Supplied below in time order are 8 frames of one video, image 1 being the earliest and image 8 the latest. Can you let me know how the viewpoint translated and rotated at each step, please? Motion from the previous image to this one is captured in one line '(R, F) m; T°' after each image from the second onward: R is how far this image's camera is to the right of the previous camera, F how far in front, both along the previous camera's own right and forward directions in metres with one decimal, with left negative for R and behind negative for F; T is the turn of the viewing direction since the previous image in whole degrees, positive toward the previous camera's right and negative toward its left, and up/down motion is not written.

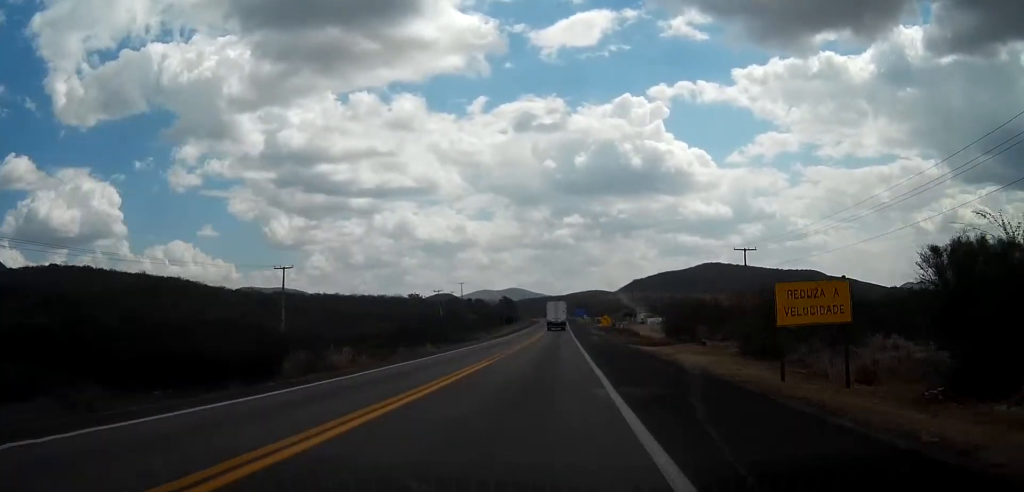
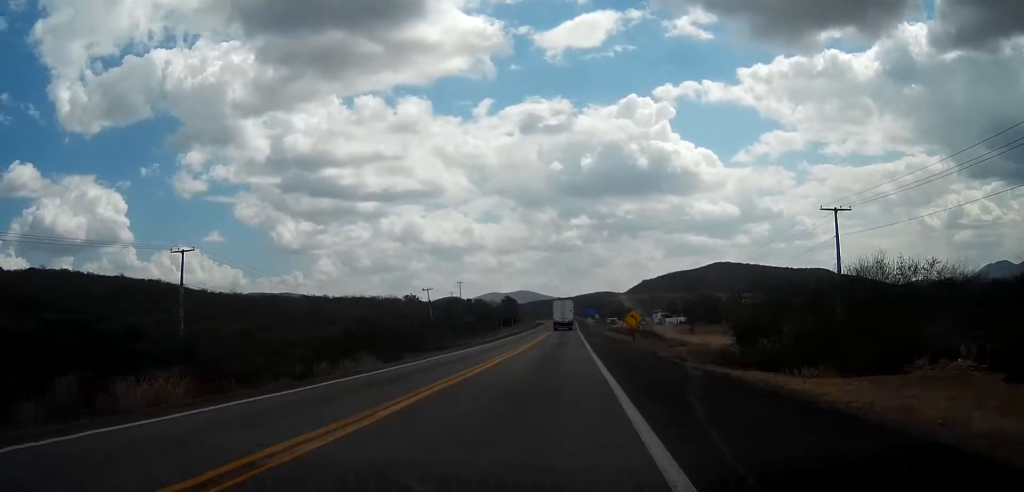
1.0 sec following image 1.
(-0.1, +24.9) m; 0°
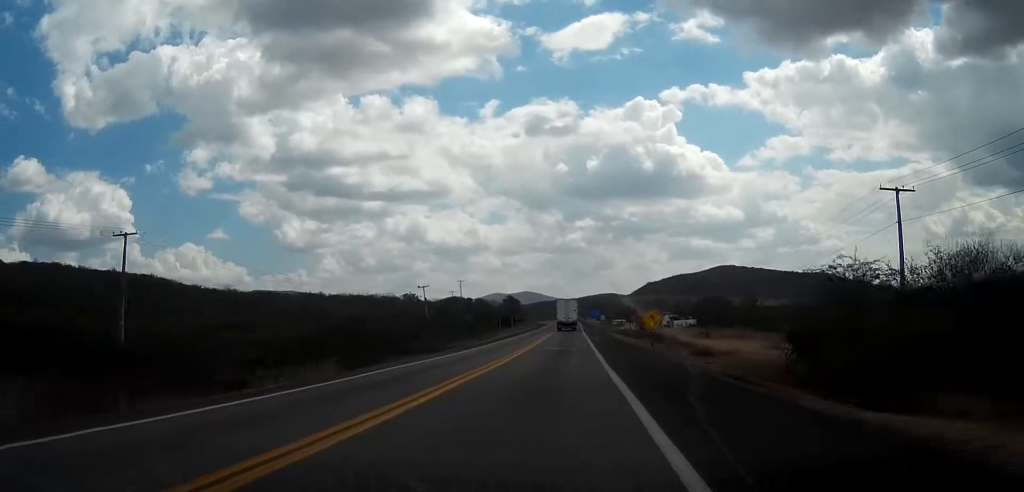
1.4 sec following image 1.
(0.0, +9.7) m; 0°
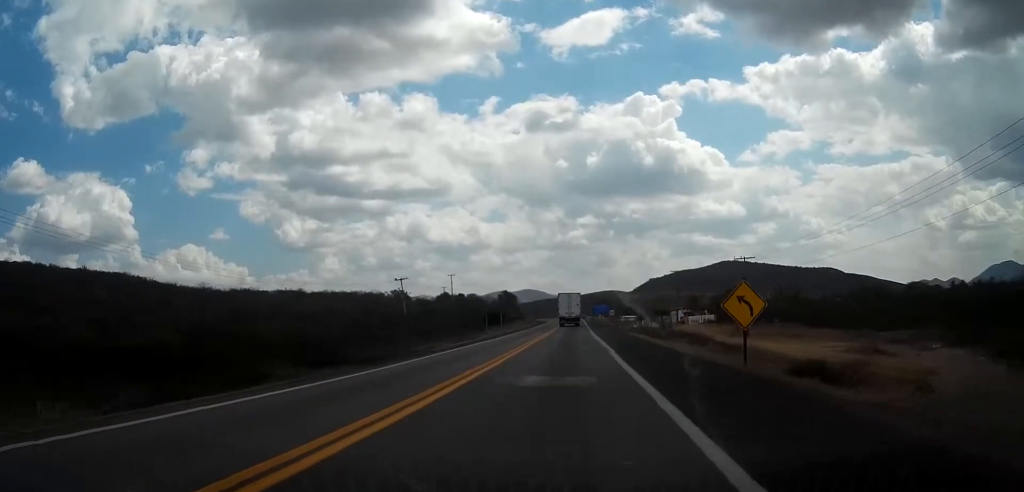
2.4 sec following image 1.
(-0.1, +22.7) m; 0°
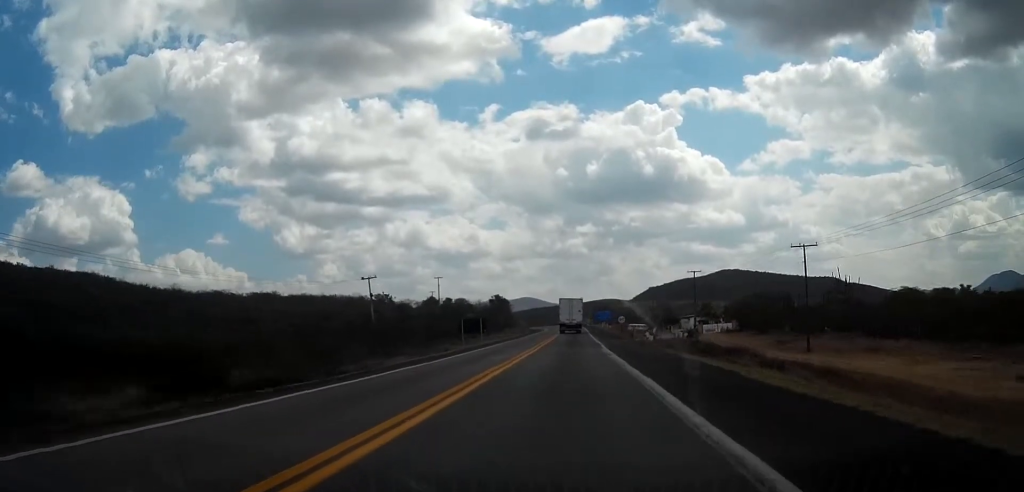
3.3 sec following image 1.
(+0.1, +21.8) m; 0°
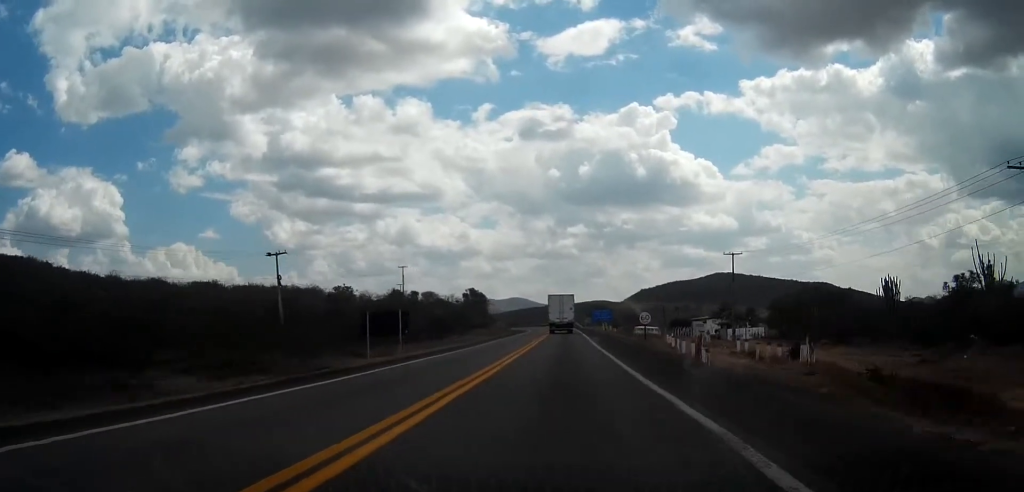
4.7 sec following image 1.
(+0.2, +34.5) m; +1°
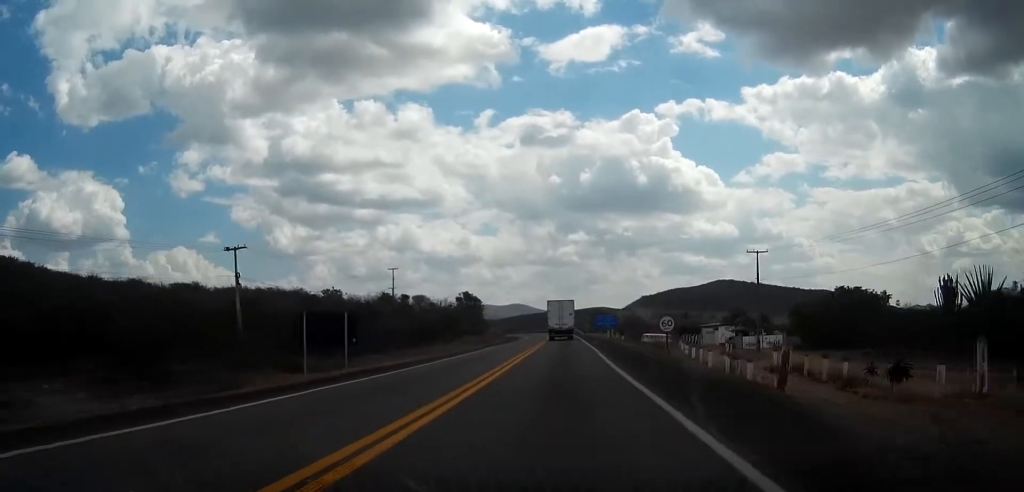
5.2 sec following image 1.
(0.0, +11.2) m; 0°
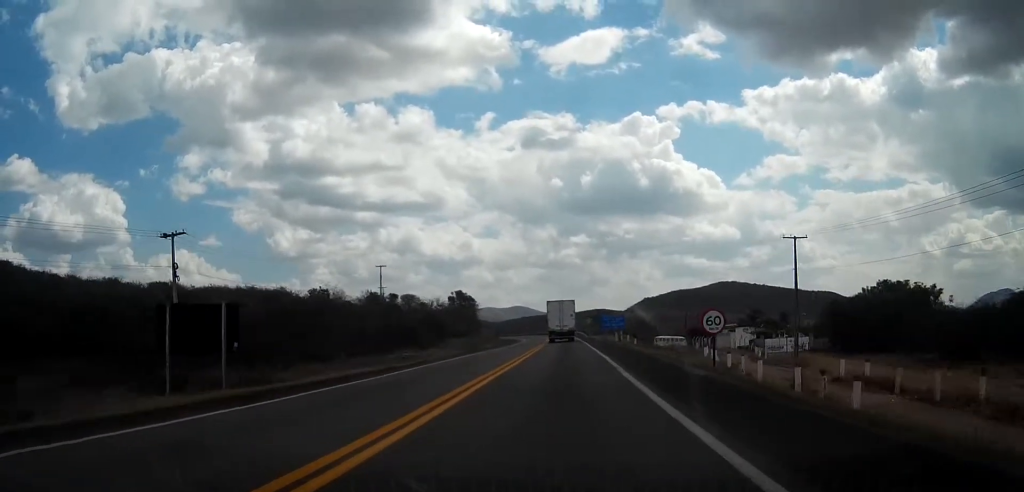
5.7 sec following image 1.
(+0.1, +12.7) m; 0°
